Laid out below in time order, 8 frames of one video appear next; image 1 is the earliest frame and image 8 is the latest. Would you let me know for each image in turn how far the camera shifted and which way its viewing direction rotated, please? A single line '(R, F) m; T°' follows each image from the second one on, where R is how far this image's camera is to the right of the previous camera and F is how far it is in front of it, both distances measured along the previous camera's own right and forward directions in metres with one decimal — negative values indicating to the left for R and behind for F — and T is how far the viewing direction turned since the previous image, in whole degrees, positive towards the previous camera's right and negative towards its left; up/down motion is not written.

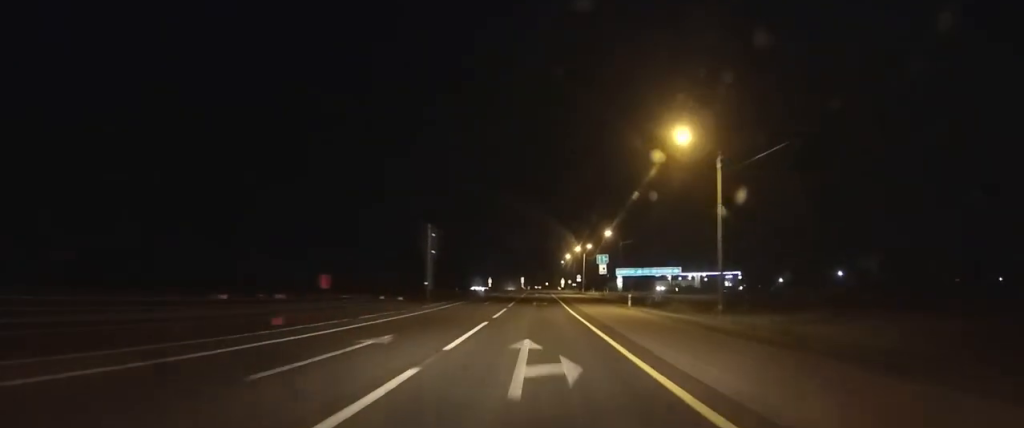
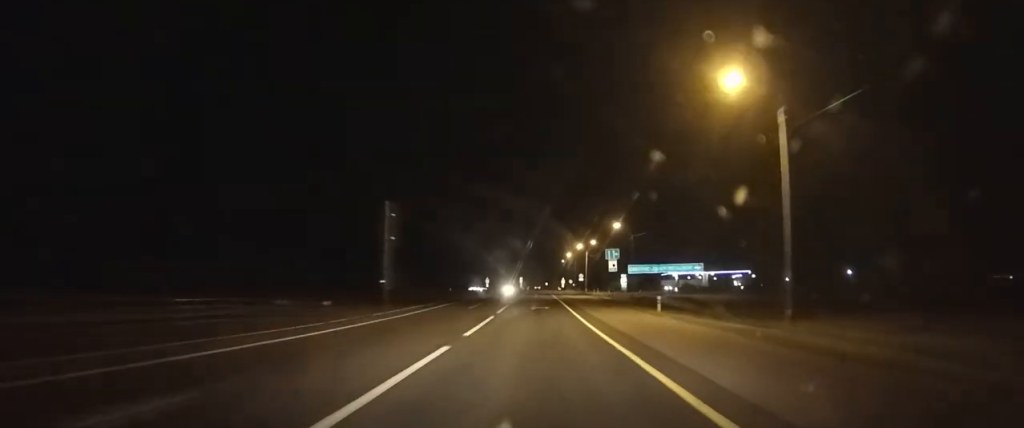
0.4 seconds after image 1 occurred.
(0.0, +8.9) m; 0°
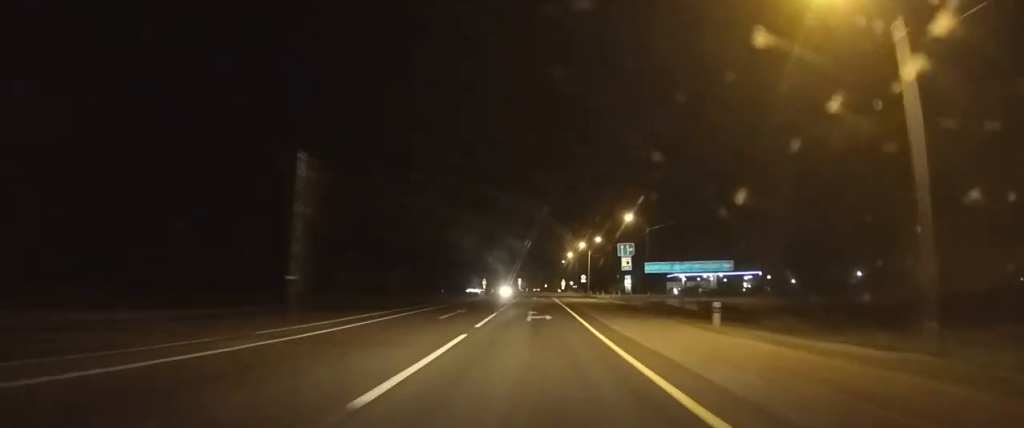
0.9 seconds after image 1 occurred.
(0.0, +8.9) m; 0°
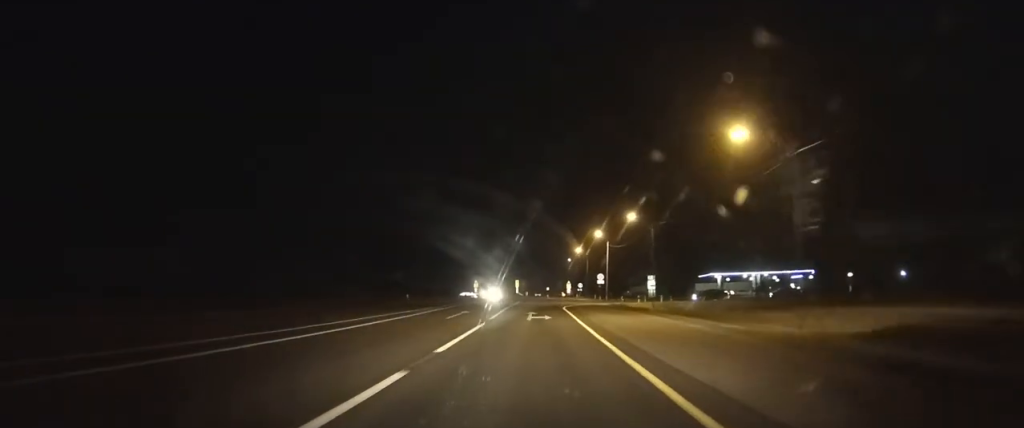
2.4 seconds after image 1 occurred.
(0.0, +31.0) m; 0°
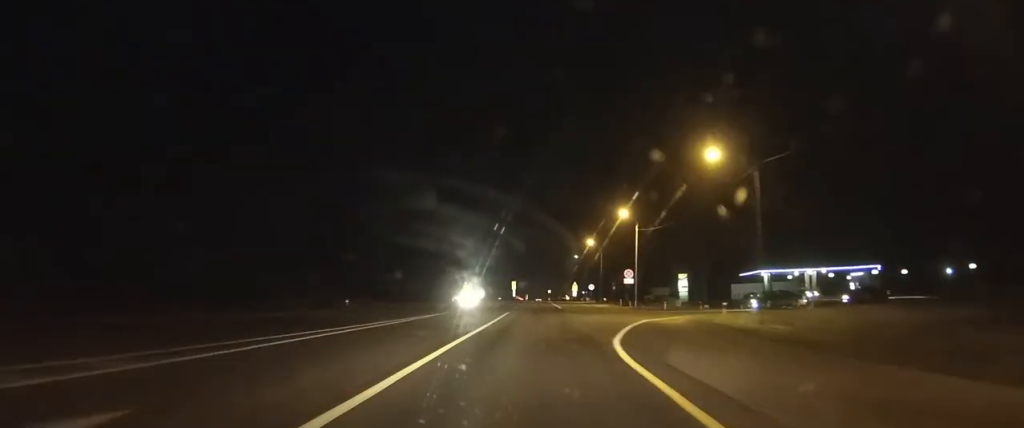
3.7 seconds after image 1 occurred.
(0.0, +26.6) m; 0°
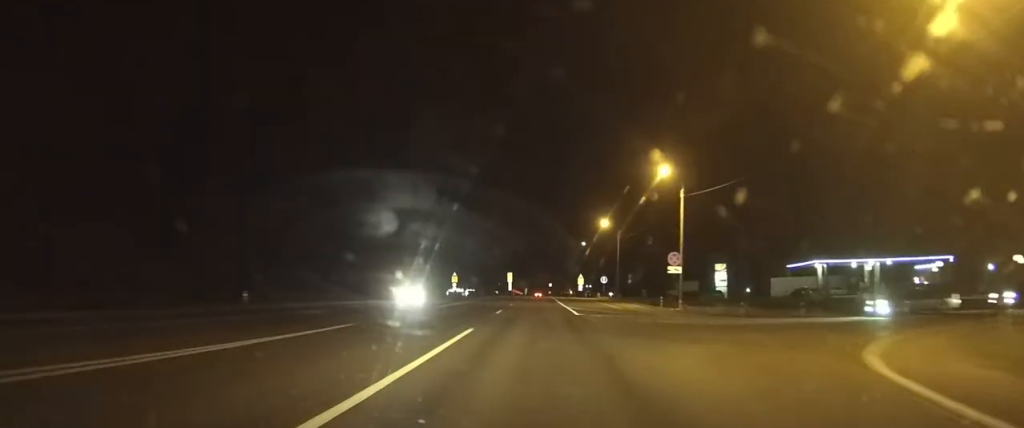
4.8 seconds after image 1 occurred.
(0.0, +20.4) m; 0°
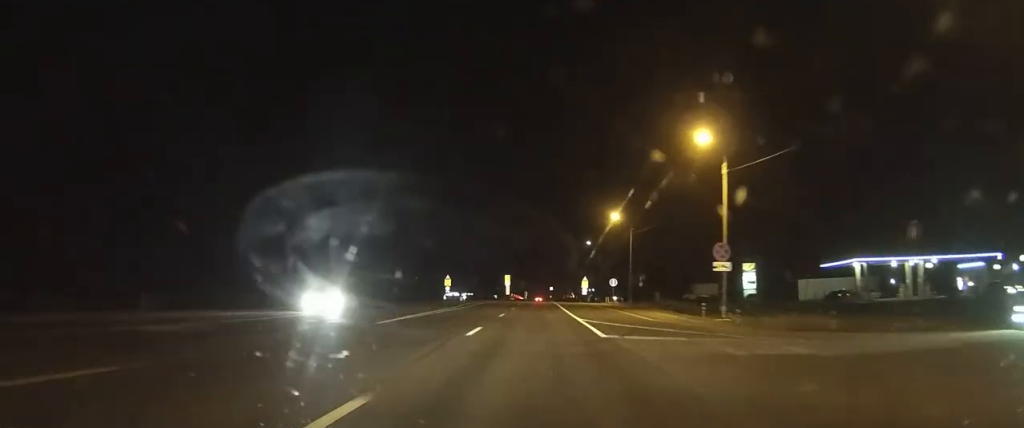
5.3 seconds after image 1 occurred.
(0.0, +10.4) m; 0°
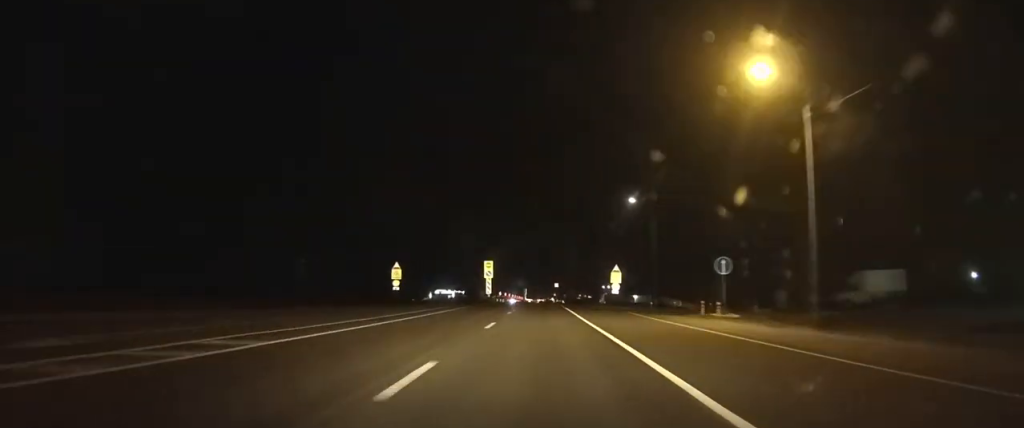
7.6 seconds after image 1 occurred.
(-0.2, +45.2) m; 0°
